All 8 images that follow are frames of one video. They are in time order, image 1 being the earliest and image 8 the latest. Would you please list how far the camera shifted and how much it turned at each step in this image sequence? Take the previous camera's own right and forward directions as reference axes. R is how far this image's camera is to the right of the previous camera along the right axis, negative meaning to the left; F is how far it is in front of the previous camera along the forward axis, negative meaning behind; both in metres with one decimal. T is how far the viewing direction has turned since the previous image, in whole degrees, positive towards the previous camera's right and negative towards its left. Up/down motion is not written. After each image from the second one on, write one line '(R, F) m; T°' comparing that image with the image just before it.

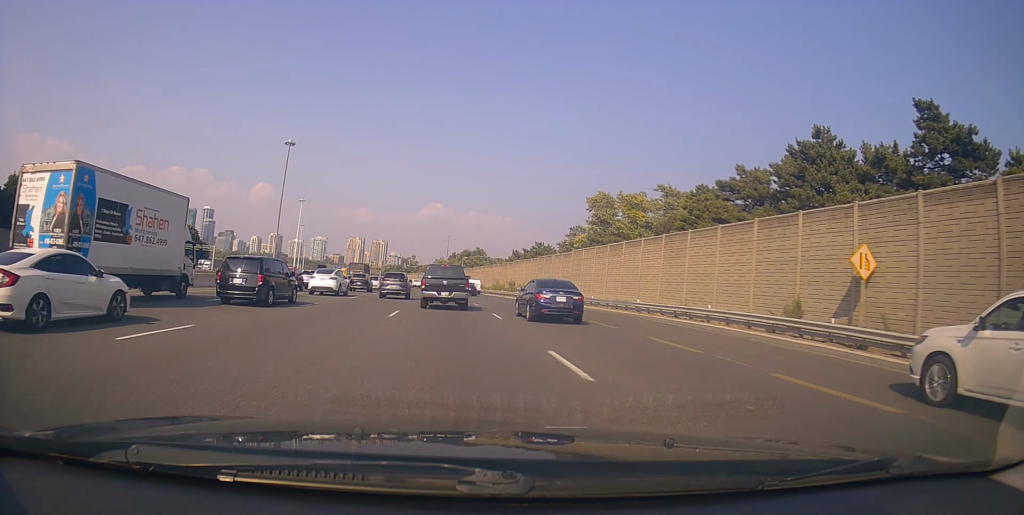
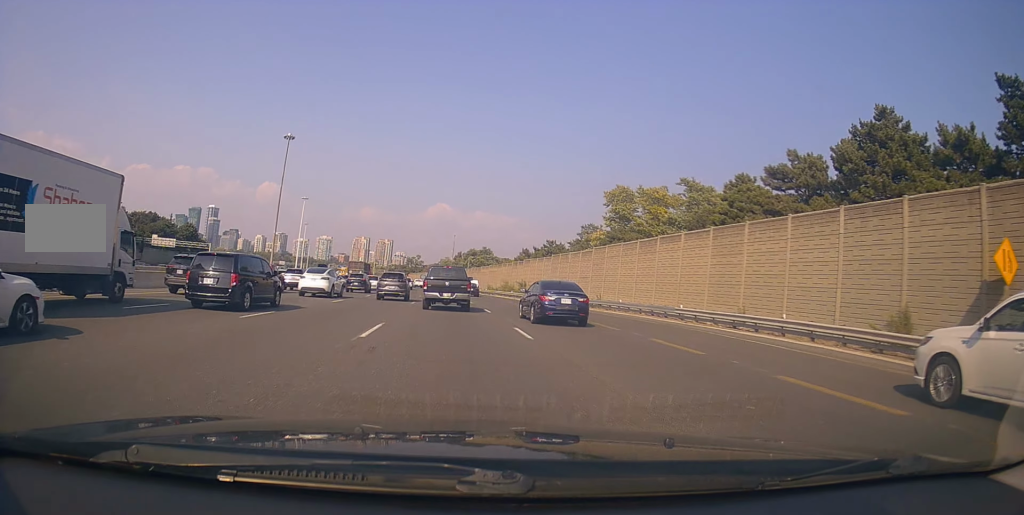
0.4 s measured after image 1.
(0.0, +6.5) m; 0°
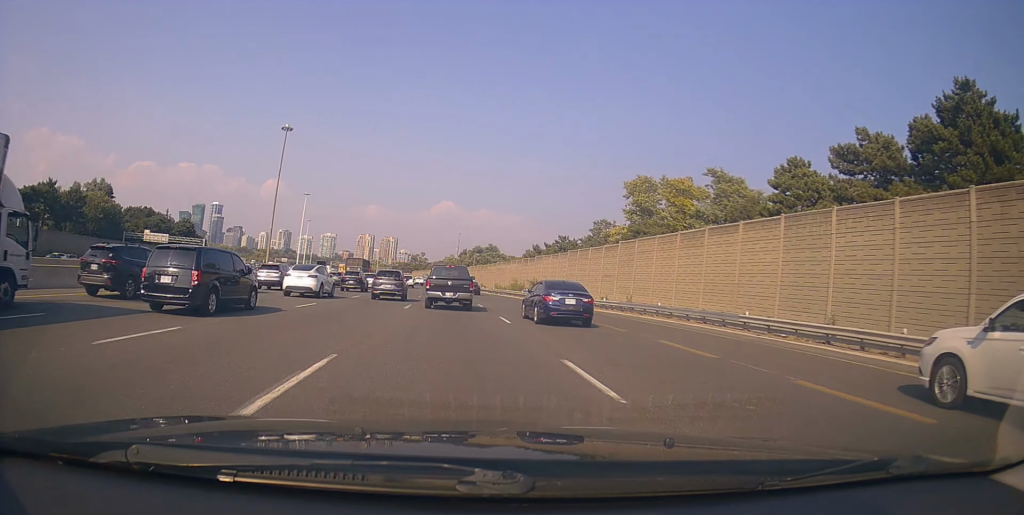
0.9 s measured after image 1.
(0.0, +6.9) m; 0°
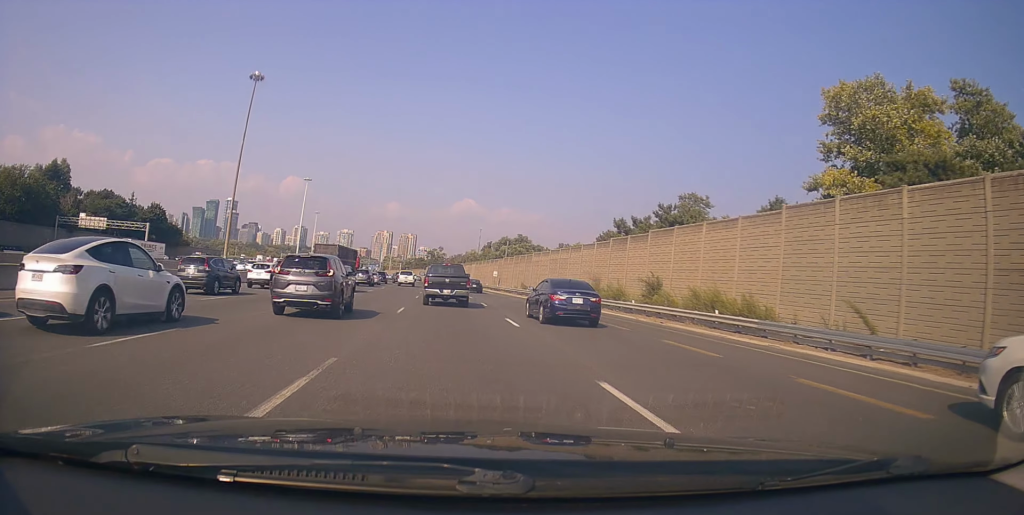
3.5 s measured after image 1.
(-1.0, +37.5) m; -2°
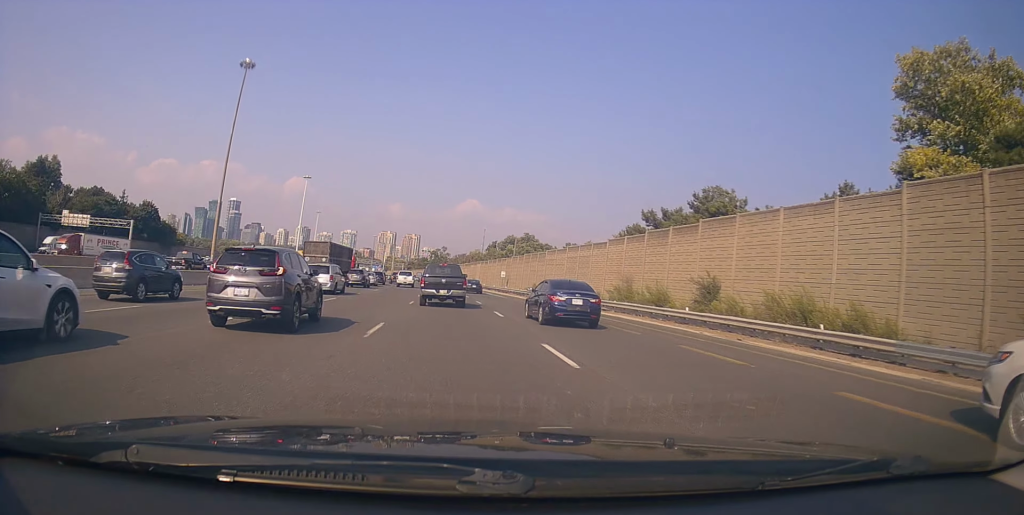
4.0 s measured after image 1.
(+0.3, +7.3) m; 0°
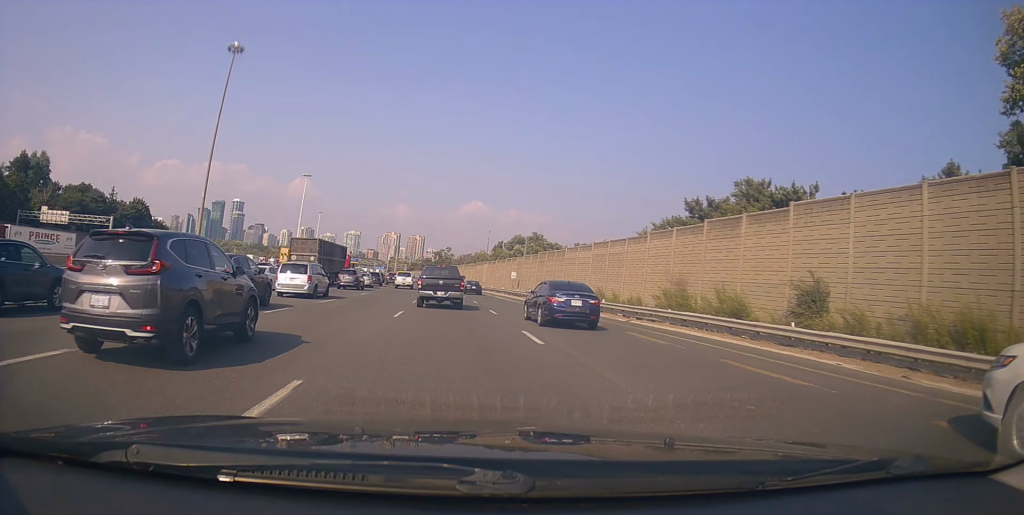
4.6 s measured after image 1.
(+0.4, +8.3) m; 0°
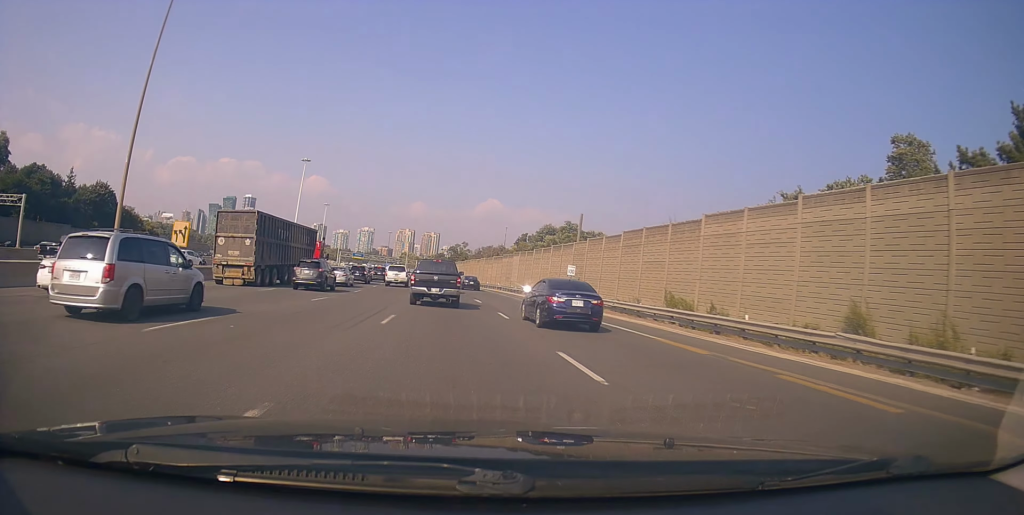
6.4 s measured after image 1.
(-0.7, +27.1) m; 0°
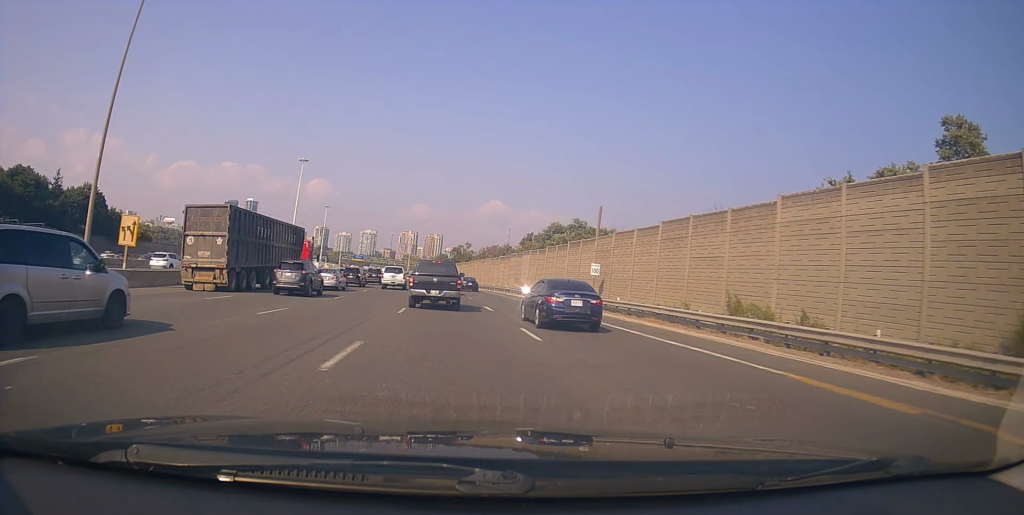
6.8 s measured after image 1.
(0.0, +6.5) m; 0°
